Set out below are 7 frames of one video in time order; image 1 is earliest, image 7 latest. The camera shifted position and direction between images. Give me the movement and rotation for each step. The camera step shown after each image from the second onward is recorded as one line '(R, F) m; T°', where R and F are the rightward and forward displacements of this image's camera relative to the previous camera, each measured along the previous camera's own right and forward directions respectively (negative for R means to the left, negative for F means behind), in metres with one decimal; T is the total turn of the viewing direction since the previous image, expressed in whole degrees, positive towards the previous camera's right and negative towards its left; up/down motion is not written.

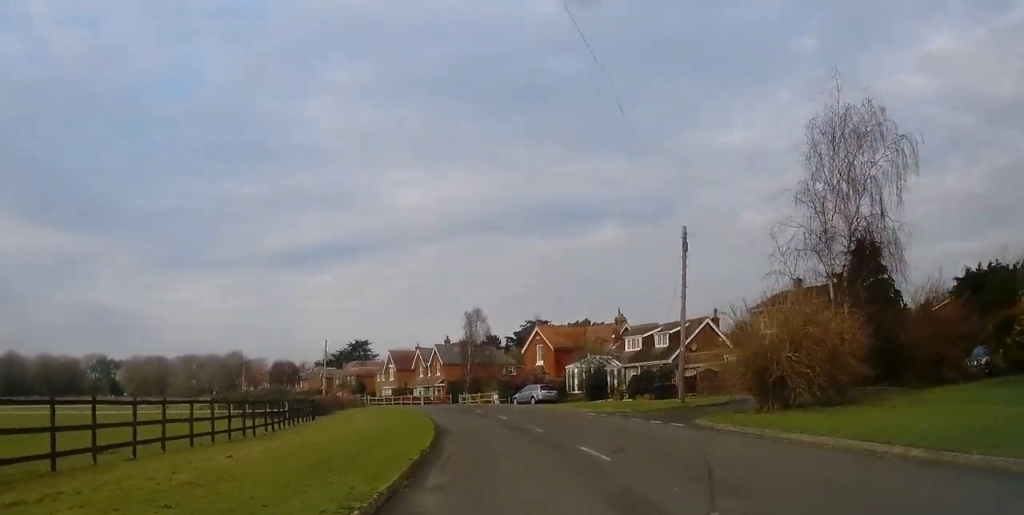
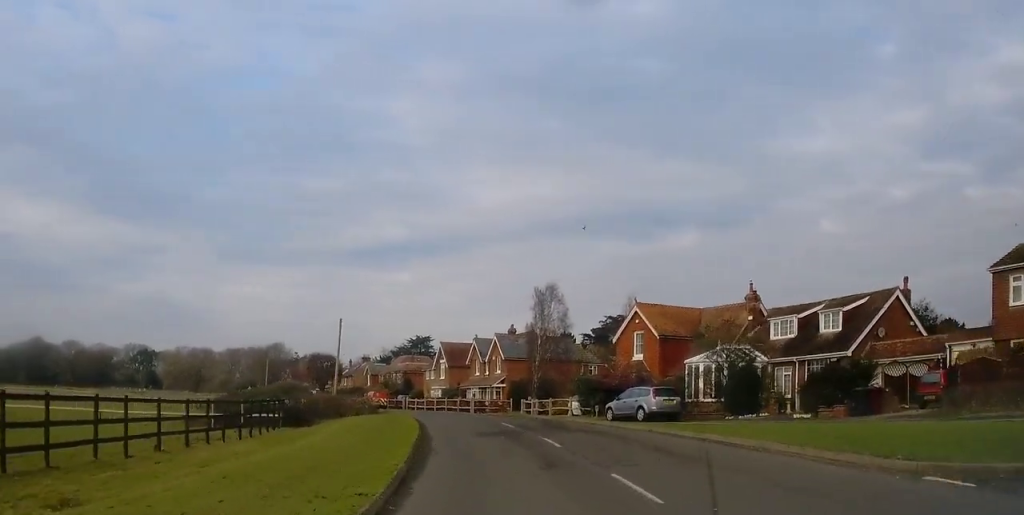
(-1.1, +22.1) m; -6°
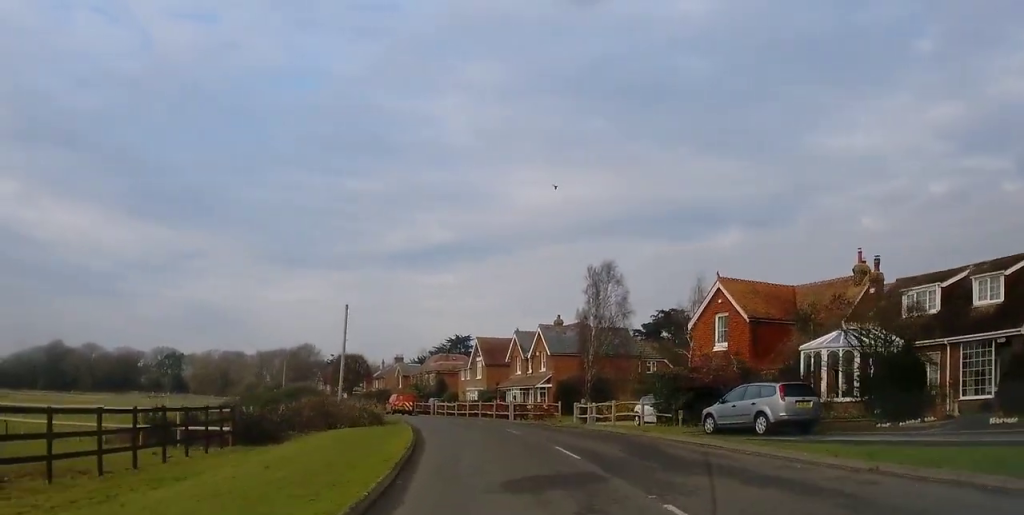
(+0.1, +11.6) m; -1°
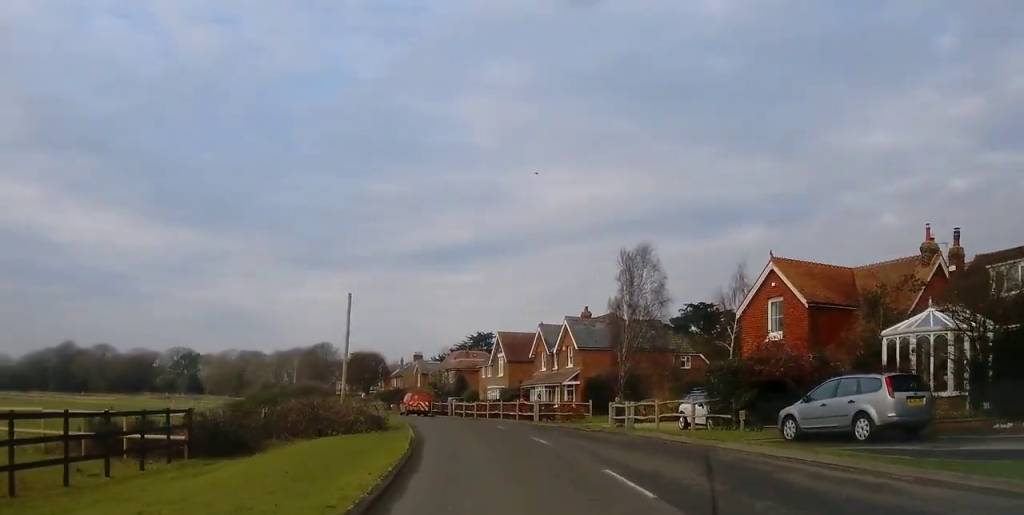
(-0.1, +5.4) m; -1°
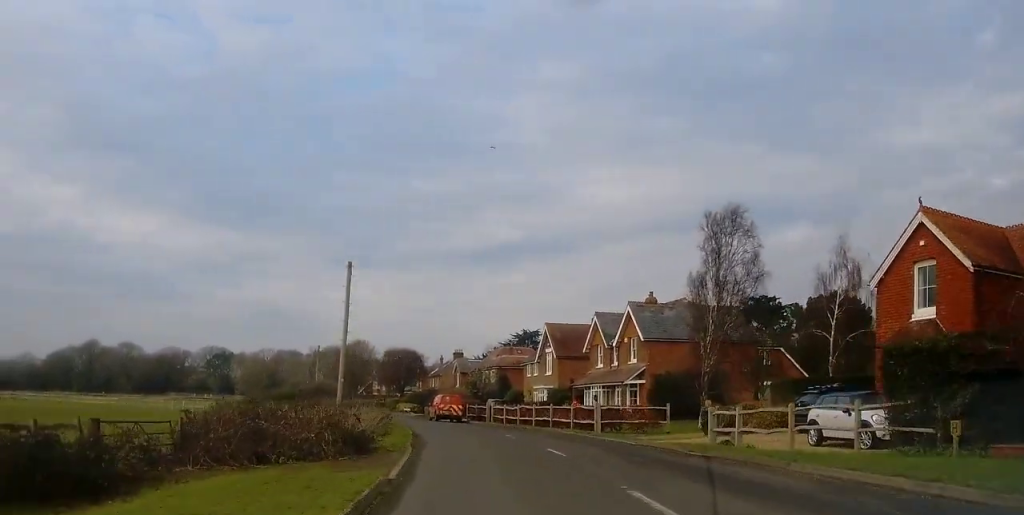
(-0.1, +10.6) m; -3°
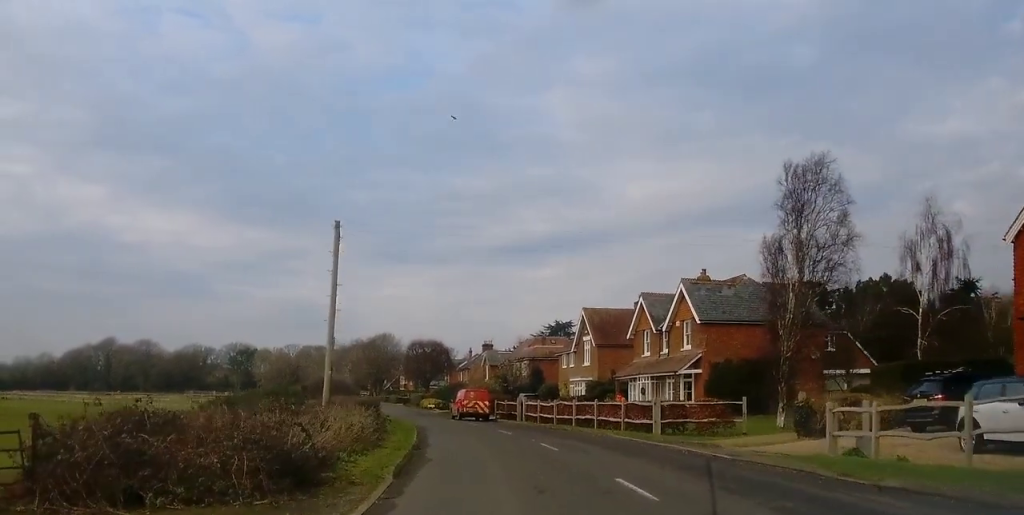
(-0.3, +7.1) m; -2°
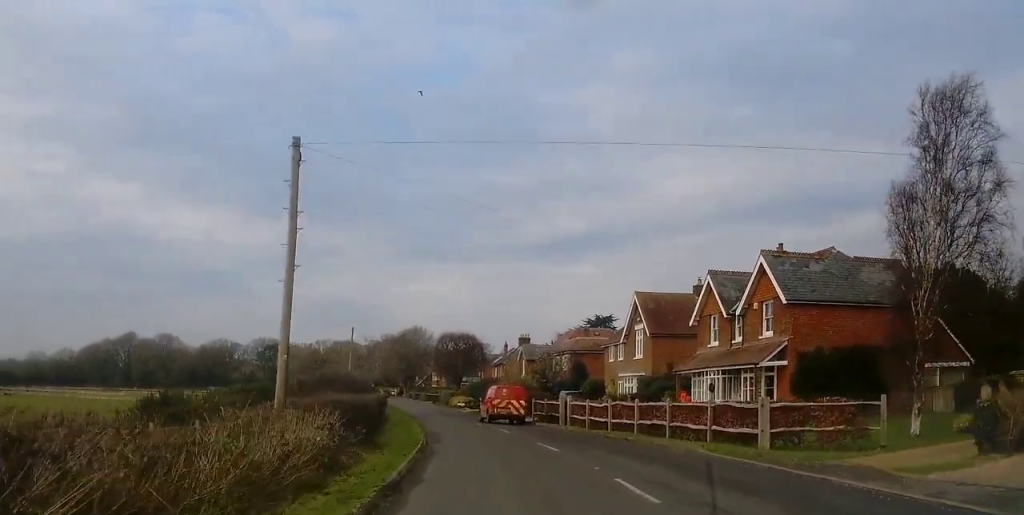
(-0.2, +8.3) m; -2°
